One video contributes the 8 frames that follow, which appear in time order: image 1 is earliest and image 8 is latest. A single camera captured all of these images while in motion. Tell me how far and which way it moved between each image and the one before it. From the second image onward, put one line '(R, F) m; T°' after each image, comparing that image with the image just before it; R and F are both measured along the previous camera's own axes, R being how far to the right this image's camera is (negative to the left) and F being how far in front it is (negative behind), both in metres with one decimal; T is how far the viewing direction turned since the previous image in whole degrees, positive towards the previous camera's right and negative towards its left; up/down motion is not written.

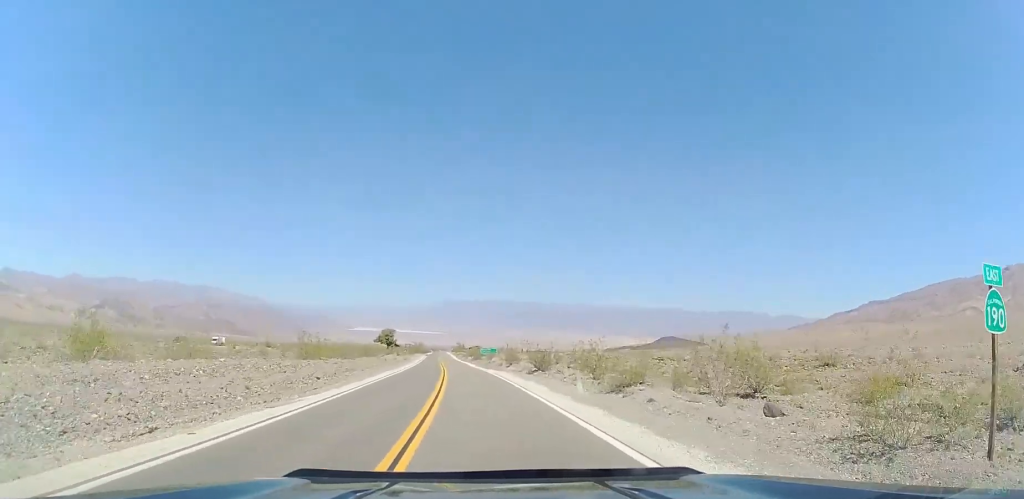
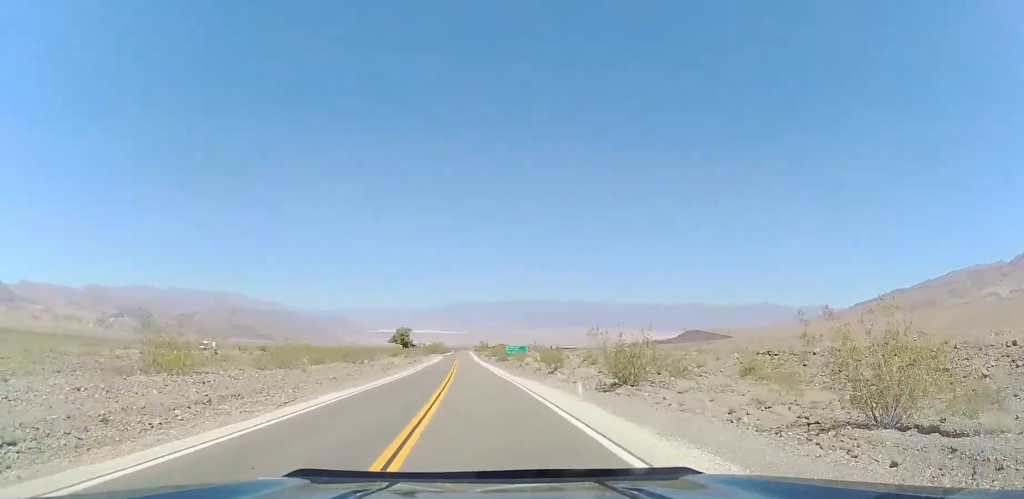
(-0.3, +20.2) m; -2°
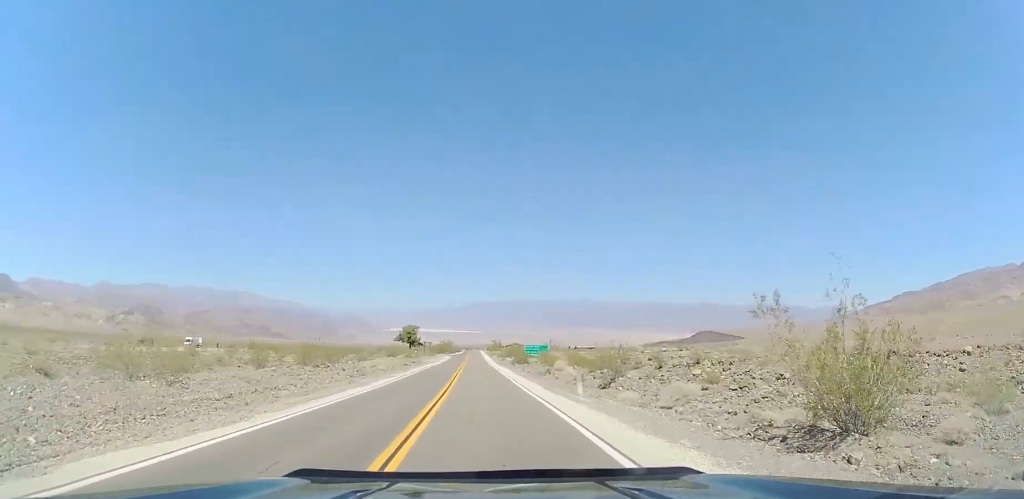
(0.0, +13.8) m; -1°
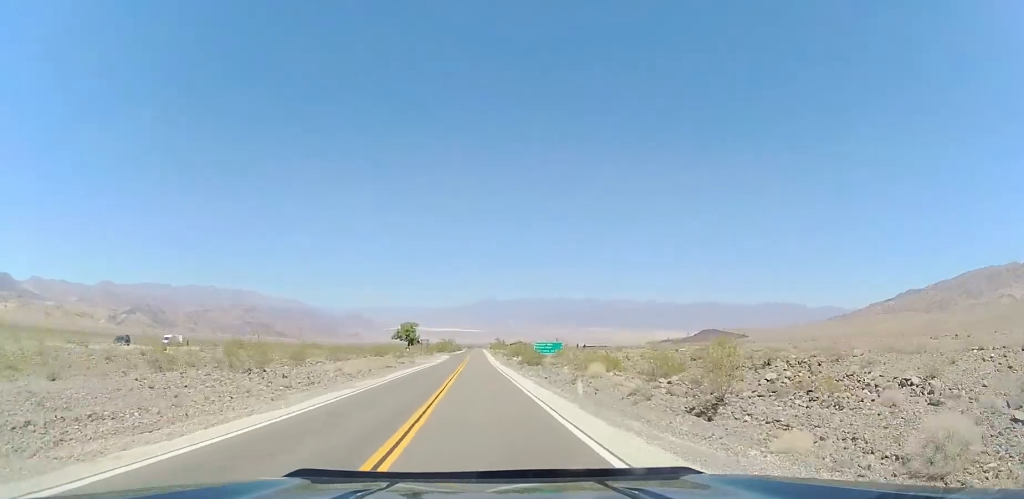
(-0.1, +11.0) m; -1°
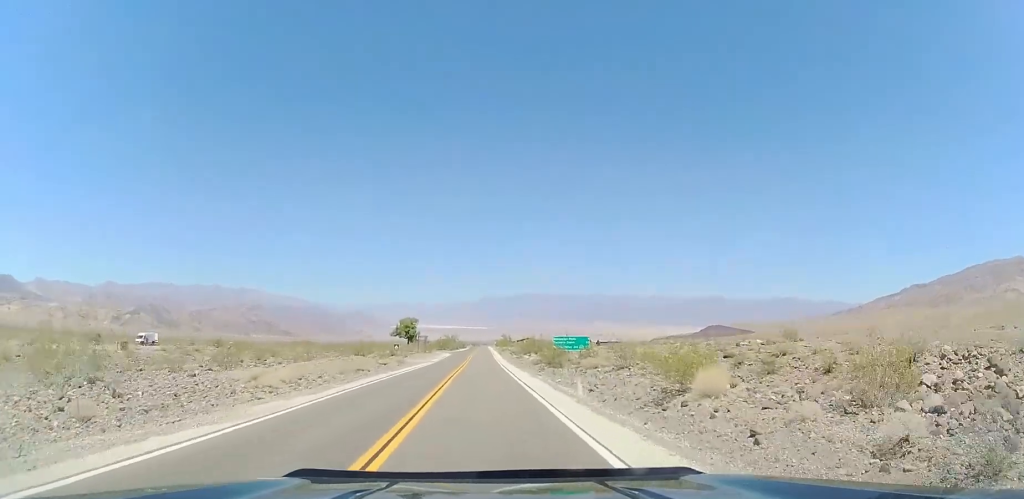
(-0.1, +12.5) m; -1°
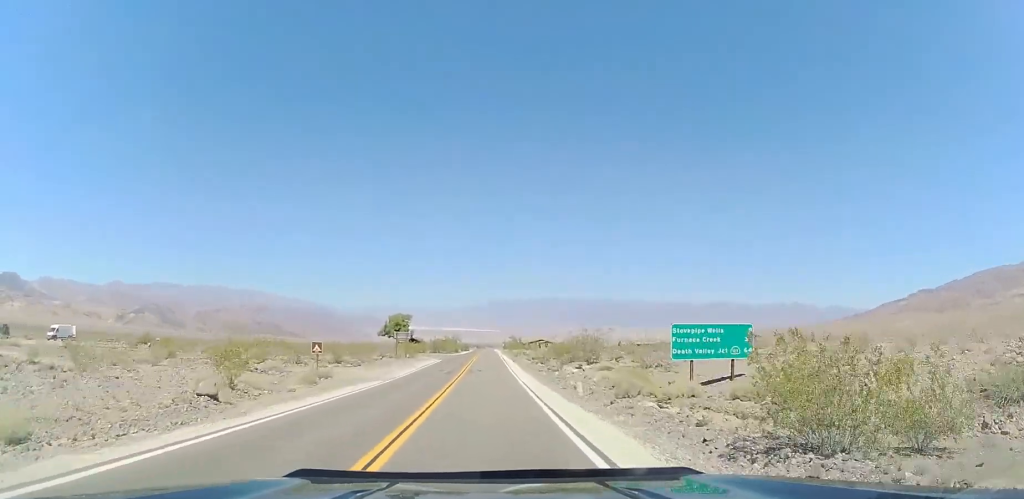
(-0.4, +28.7) m; -1°
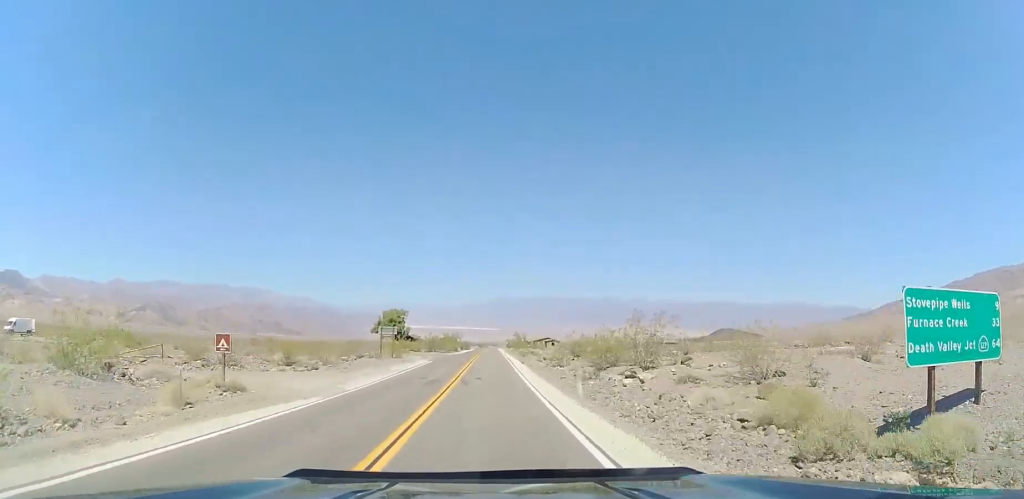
(0.0, +11.1) m; 0°
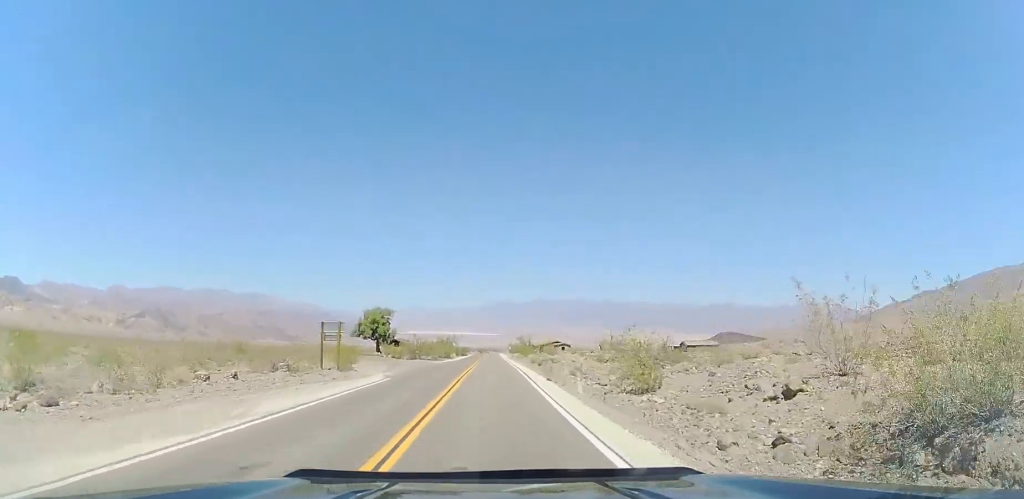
(0.0, +20.7) m; 0°
